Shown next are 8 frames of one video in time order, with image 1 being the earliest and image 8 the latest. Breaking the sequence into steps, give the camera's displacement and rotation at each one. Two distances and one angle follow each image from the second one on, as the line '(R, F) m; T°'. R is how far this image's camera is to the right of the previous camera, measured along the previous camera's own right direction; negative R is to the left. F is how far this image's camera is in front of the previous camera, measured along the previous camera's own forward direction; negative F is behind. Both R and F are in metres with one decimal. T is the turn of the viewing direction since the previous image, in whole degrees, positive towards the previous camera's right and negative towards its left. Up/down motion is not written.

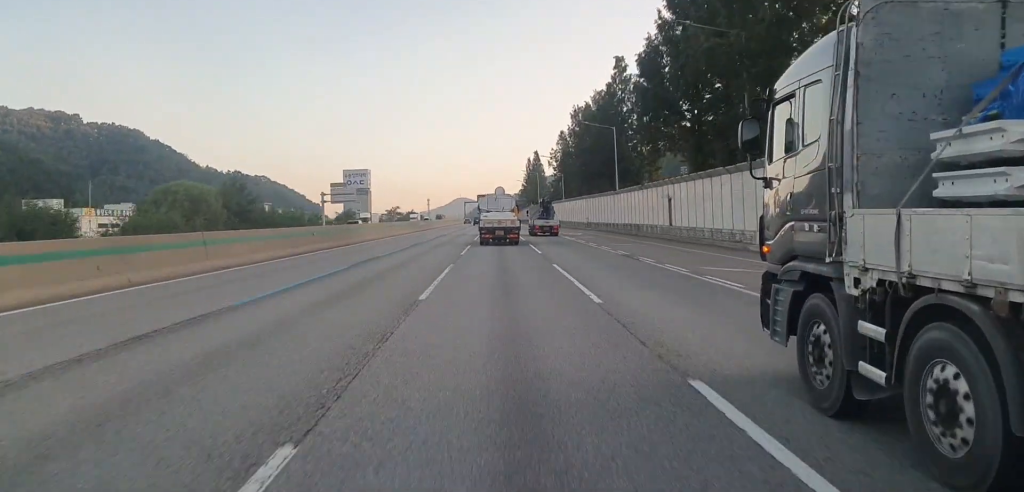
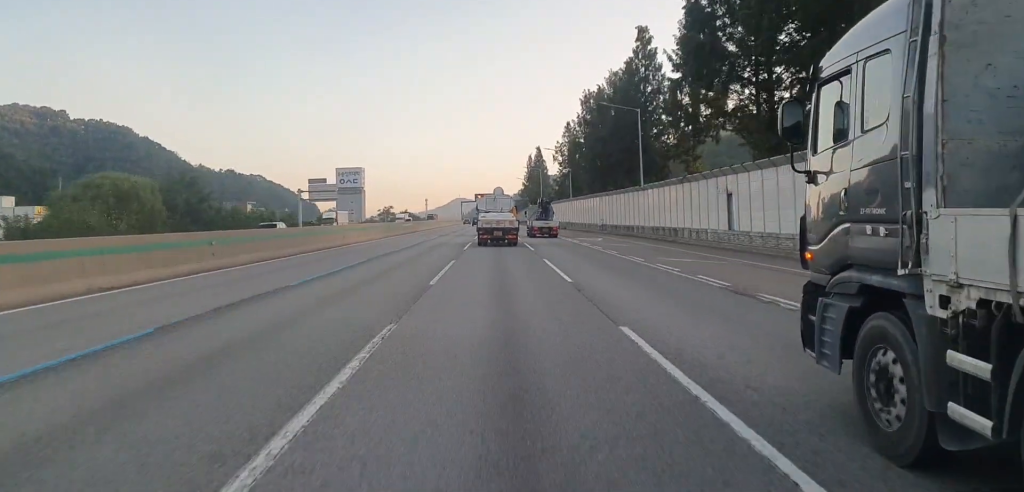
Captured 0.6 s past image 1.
(0.0, +15.5) m; 0°
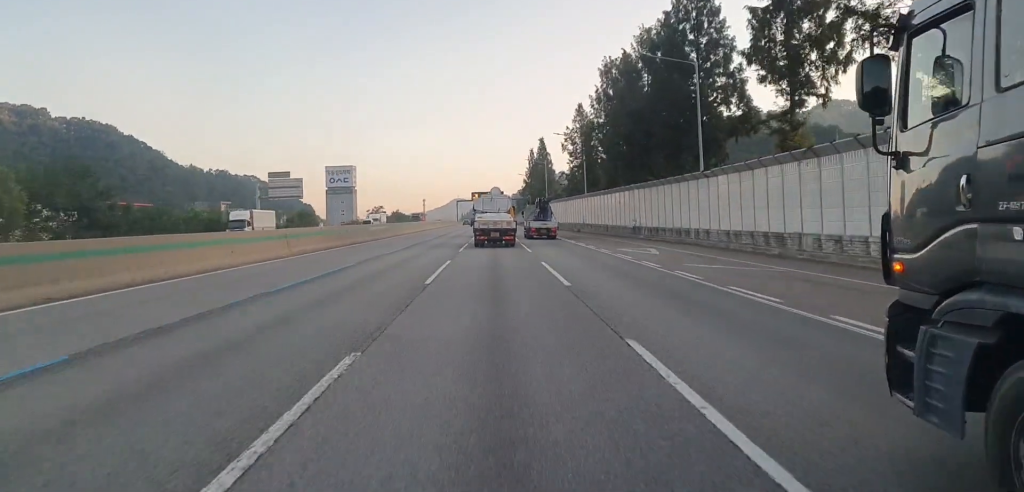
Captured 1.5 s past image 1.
(0.0, +21.3) m; 0°
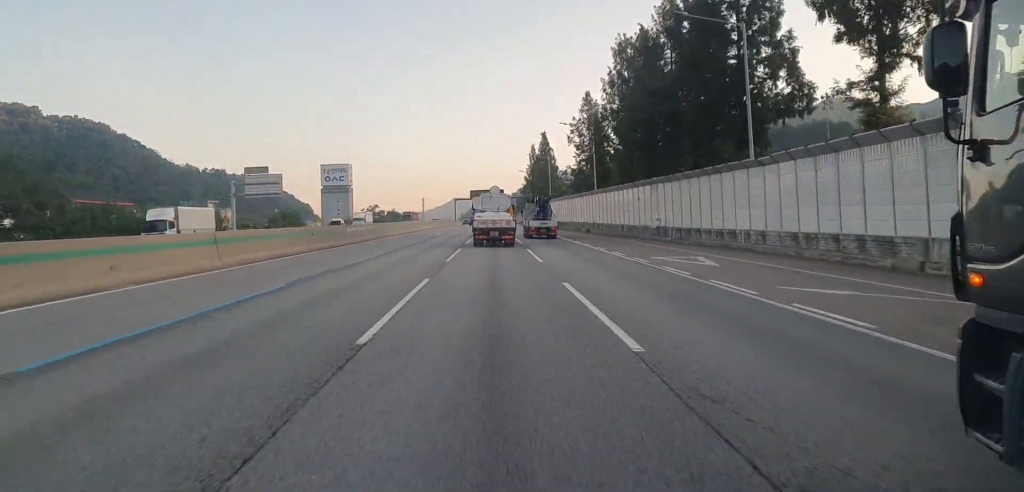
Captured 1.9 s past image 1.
(0.0, +9.9) m; 0°
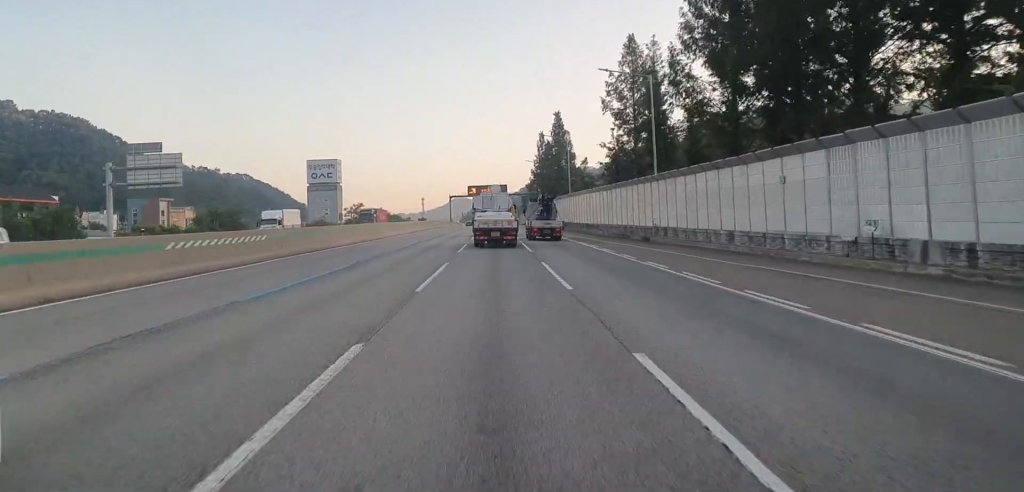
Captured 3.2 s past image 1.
(-0.1, +31.3) m; 0°
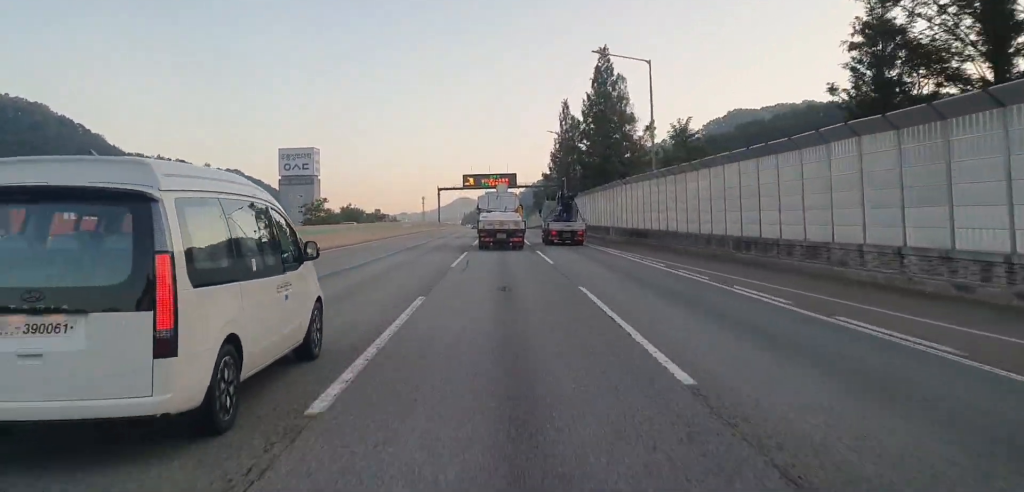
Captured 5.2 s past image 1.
(+0.1, +50.1) m; 0°
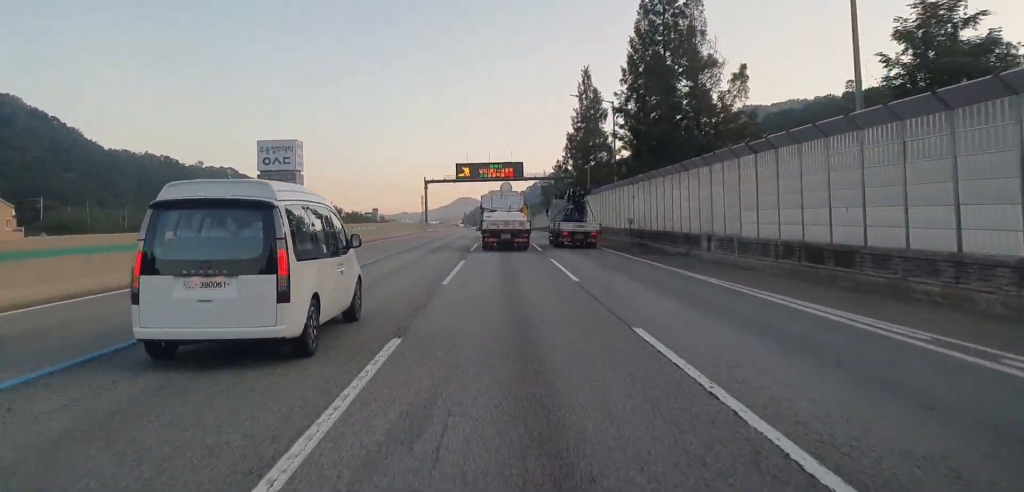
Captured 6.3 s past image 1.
(0.0, +27.7) m; 0°
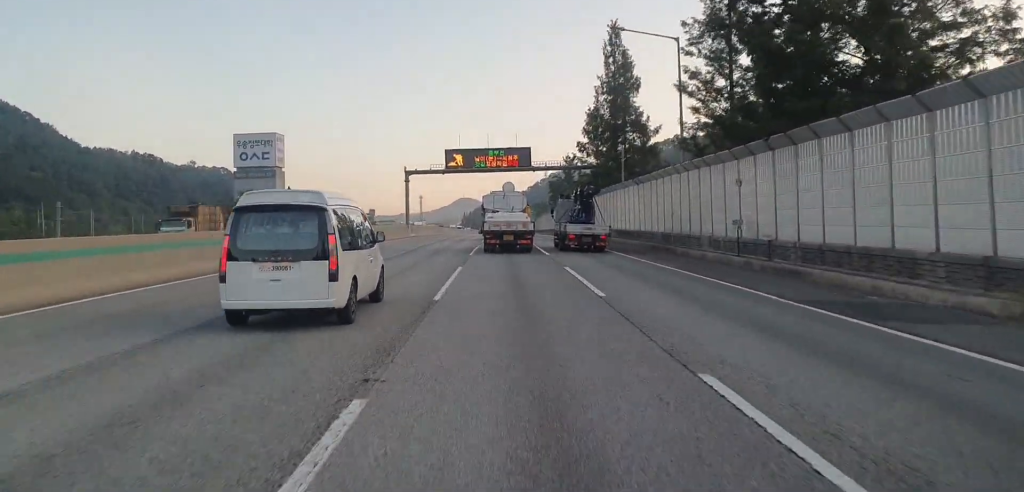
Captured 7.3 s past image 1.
(0.0, +23.7) m; 0°
